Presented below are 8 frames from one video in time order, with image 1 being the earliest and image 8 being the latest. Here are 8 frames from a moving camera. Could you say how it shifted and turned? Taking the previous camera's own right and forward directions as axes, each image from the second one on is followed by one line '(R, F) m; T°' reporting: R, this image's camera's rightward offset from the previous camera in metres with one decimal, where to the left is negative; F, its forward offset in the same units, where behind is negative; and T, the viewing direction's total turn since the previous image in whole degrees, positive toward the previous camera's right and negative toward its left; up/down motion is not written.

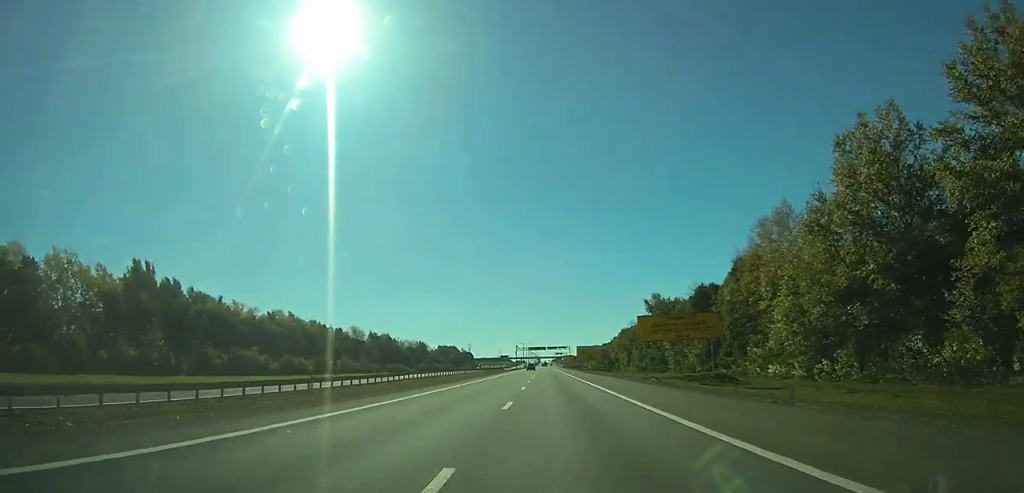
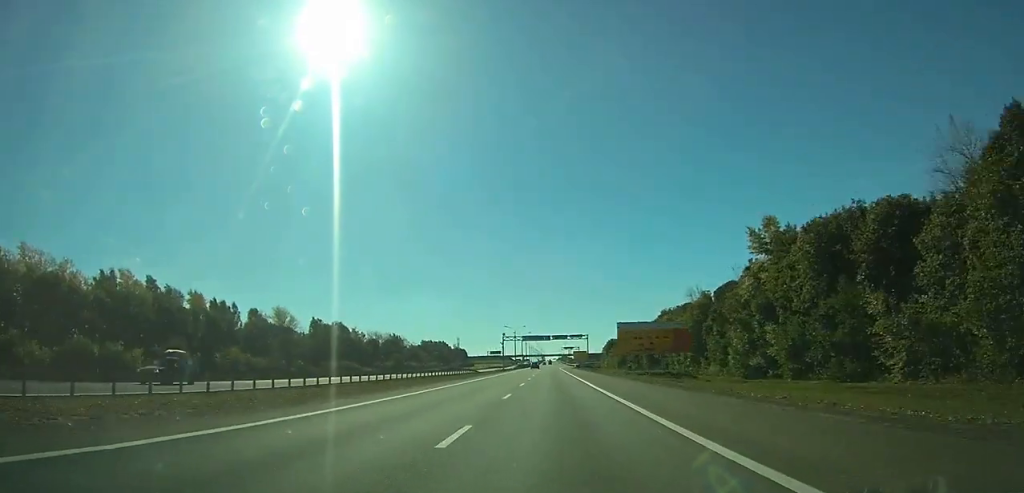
(-0.5, +78.9) m; -1°
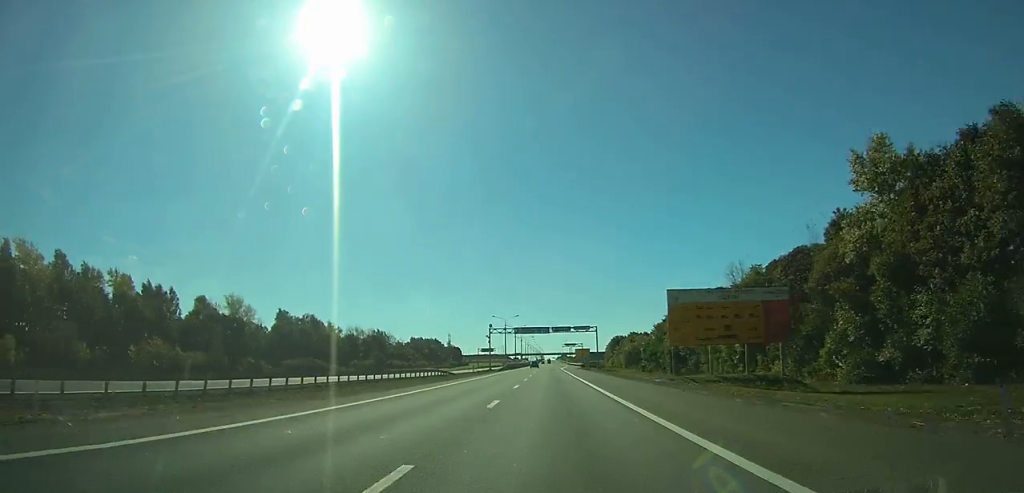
(0.0, +28.3) m; 0°
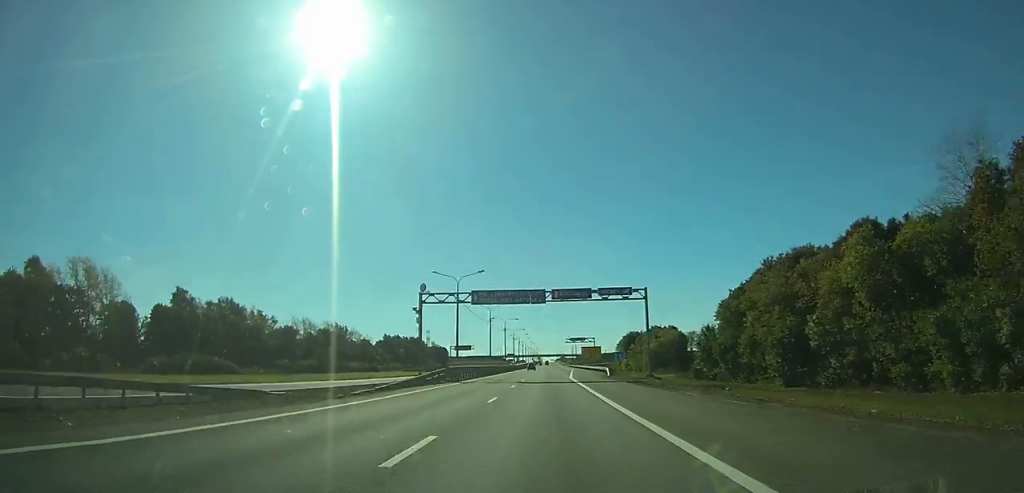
(-0.1, +56.7) m; 0°
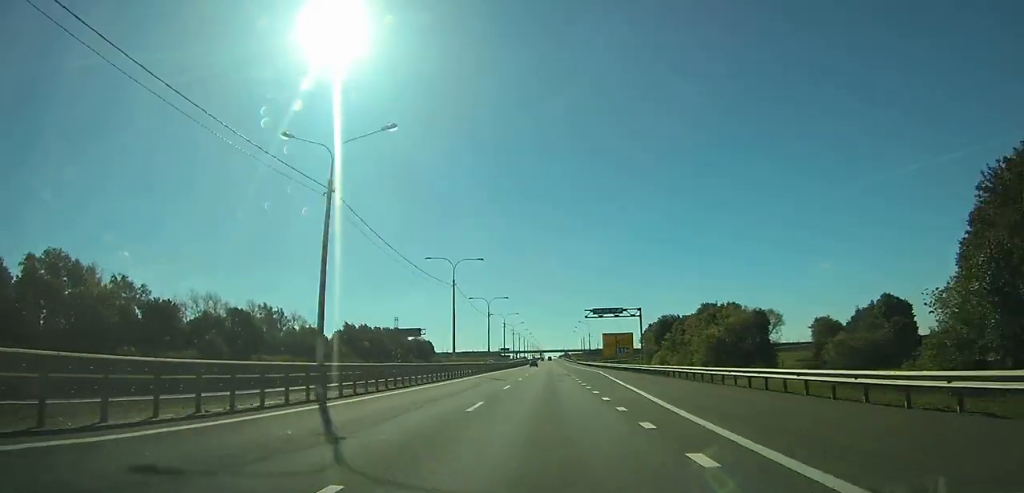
(-0.1, +64.3) m; 0°
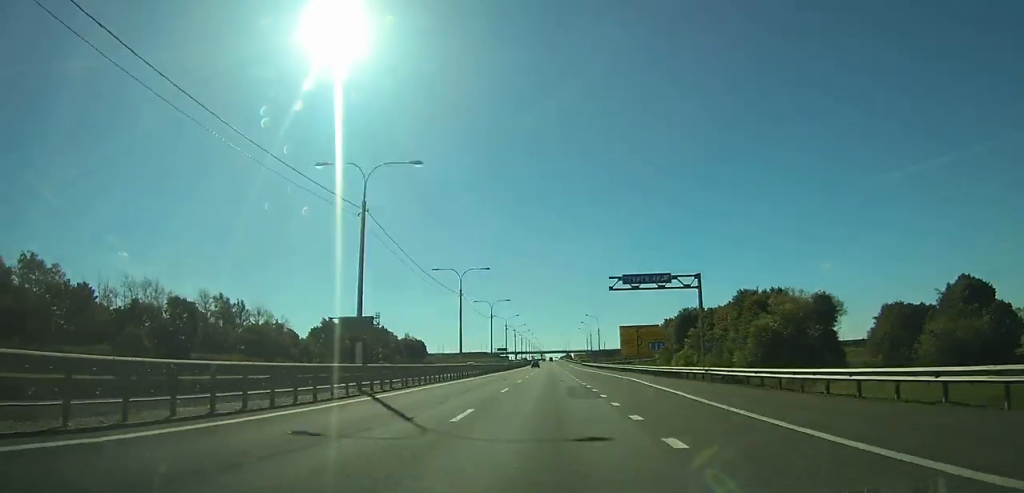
(0.0, +26.5) m; 0°
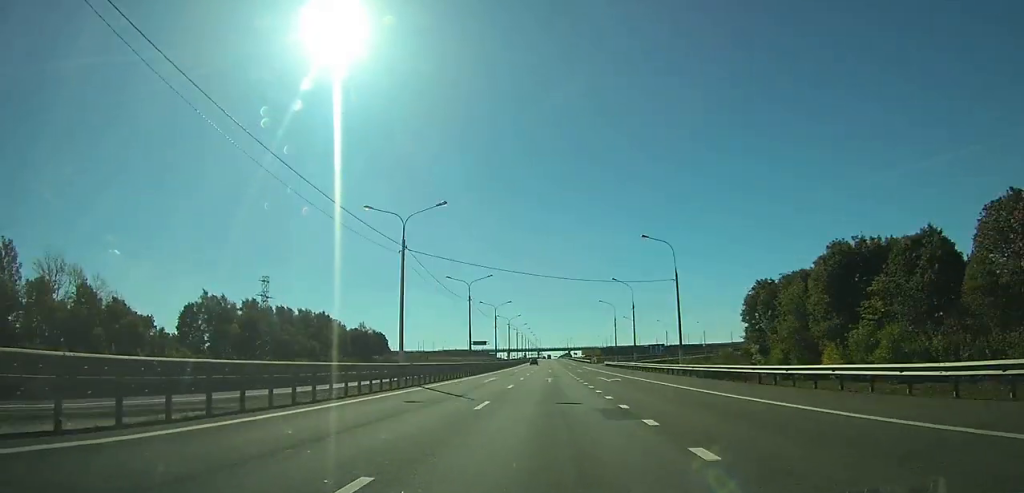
(-0.2, +81.4) m; 0°
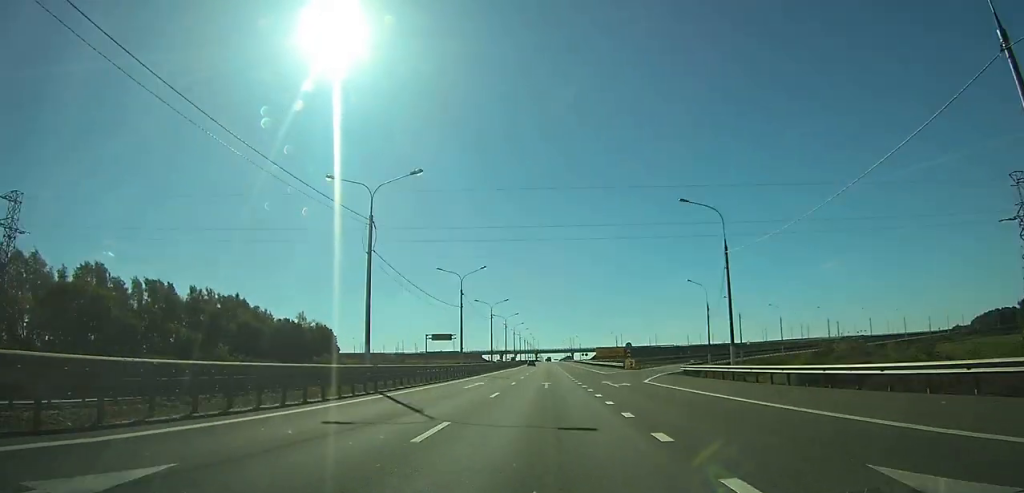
(+0.2, +66.4) m; 0°
